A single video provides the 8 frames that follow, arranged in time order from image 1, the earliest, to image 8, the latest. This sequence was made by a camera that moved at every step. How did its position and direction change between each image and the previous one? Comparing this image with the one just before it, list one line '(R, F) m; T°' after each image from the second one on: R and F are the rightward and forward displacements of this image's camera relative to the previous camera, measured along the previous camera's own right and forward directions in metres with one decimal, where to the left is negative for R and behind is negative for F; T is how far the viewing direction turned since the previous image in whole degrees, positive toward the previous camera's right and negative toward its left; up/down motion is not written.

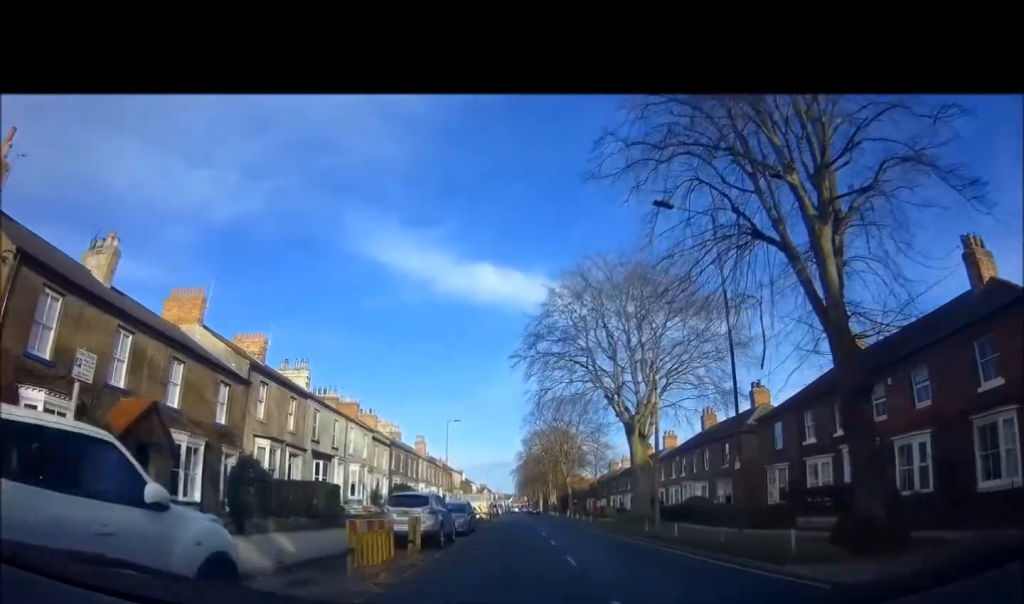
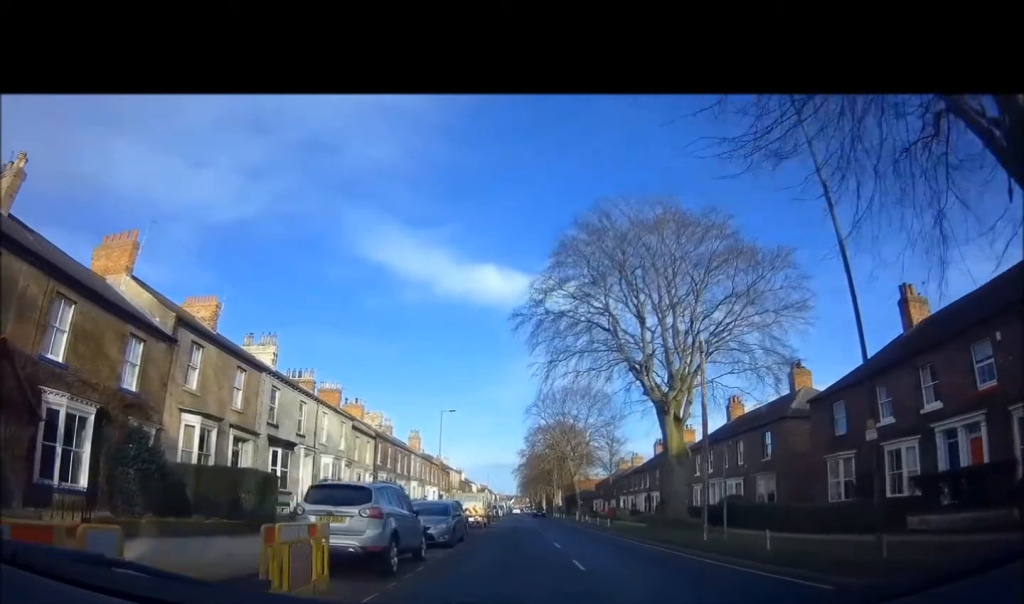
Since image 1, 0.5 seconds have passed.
(+0.1, +6.4) m; +1°
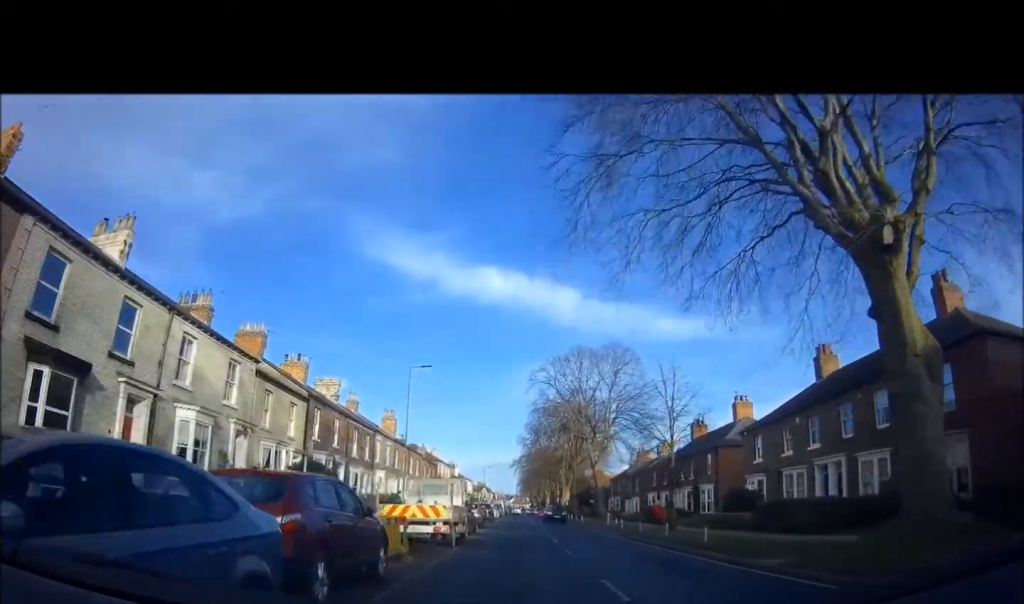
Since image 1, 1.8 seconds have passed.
(+0.3, +15.4) m; 0°
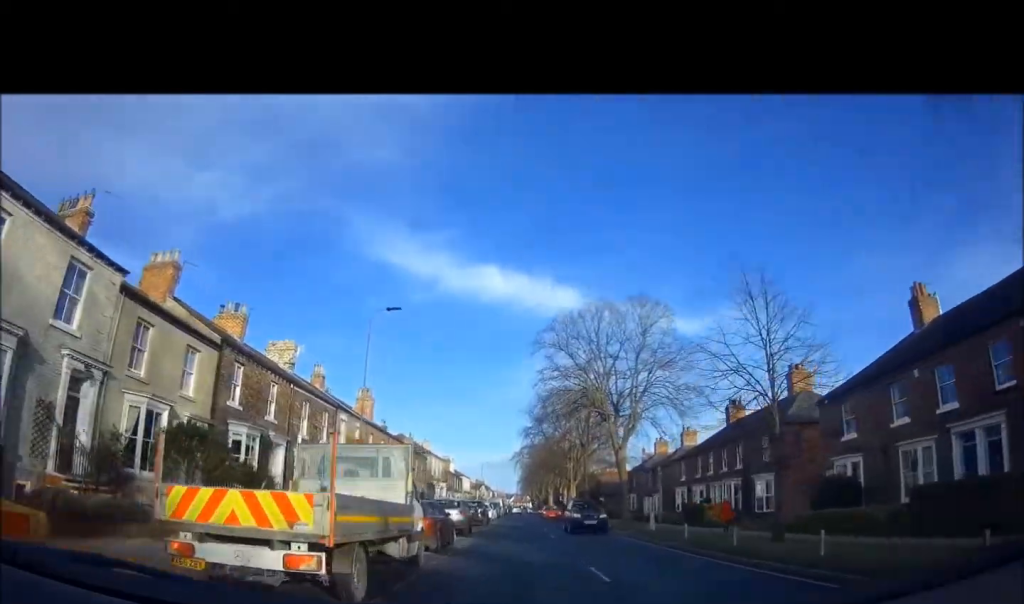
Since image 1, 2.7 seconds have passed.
(-0.2, +9.9) m; 0°
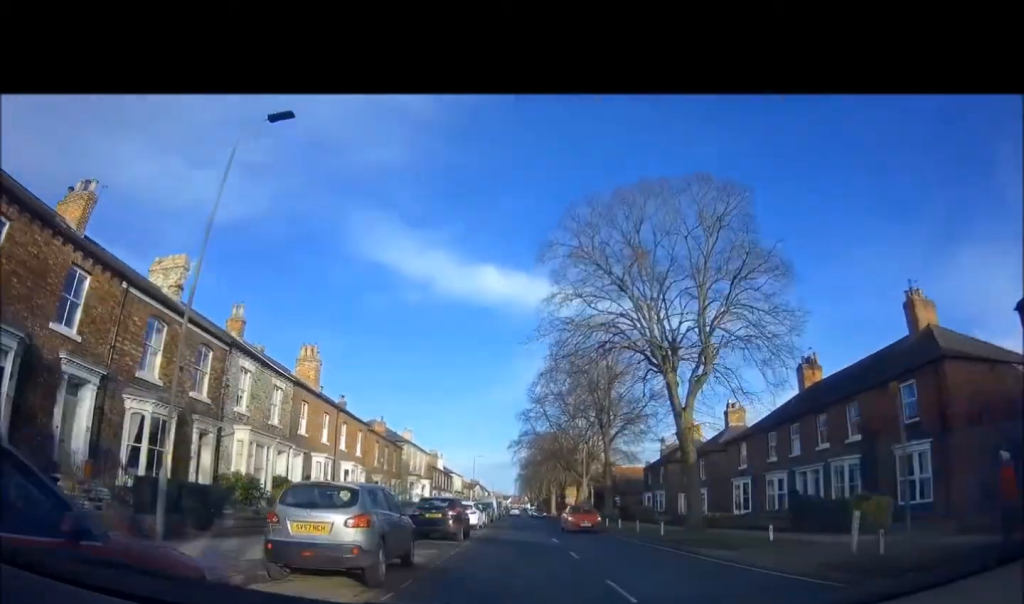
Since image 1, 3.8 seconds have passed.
(+0.1, +13.6) m; 0°
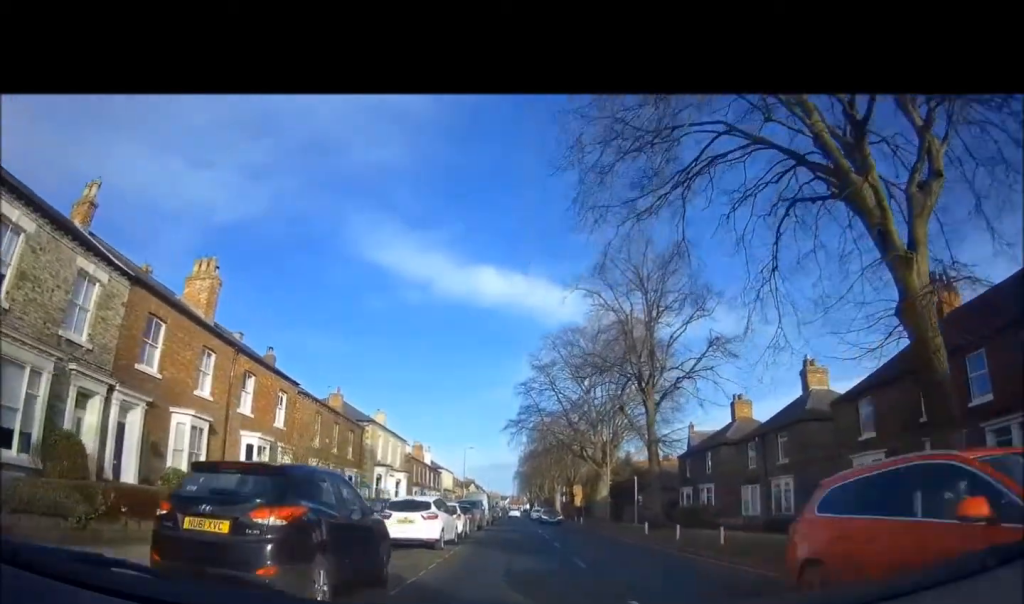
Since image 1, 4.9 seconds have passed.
(-0.2, +13.9) m; -1°
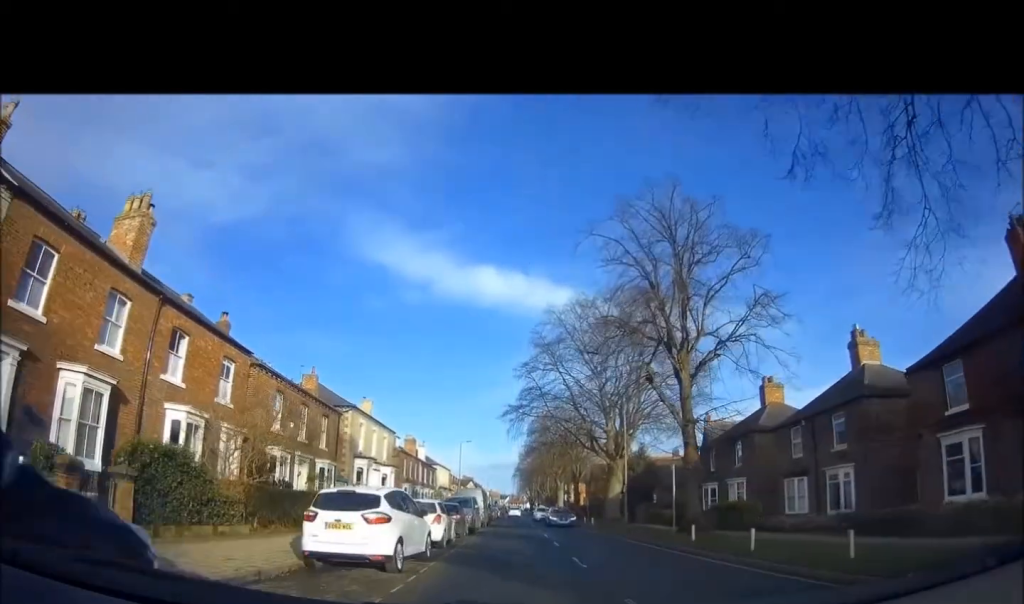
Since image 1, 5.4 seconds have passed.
(0.0, +5.4) m; 0°
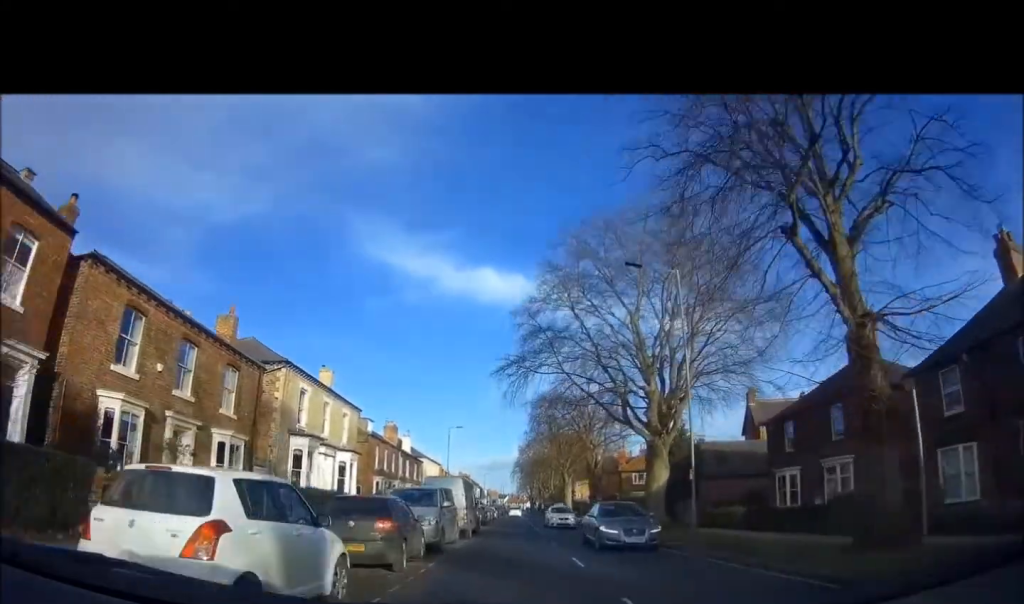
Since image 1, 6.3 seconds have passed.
(0.0, +11.9) m; +1°
